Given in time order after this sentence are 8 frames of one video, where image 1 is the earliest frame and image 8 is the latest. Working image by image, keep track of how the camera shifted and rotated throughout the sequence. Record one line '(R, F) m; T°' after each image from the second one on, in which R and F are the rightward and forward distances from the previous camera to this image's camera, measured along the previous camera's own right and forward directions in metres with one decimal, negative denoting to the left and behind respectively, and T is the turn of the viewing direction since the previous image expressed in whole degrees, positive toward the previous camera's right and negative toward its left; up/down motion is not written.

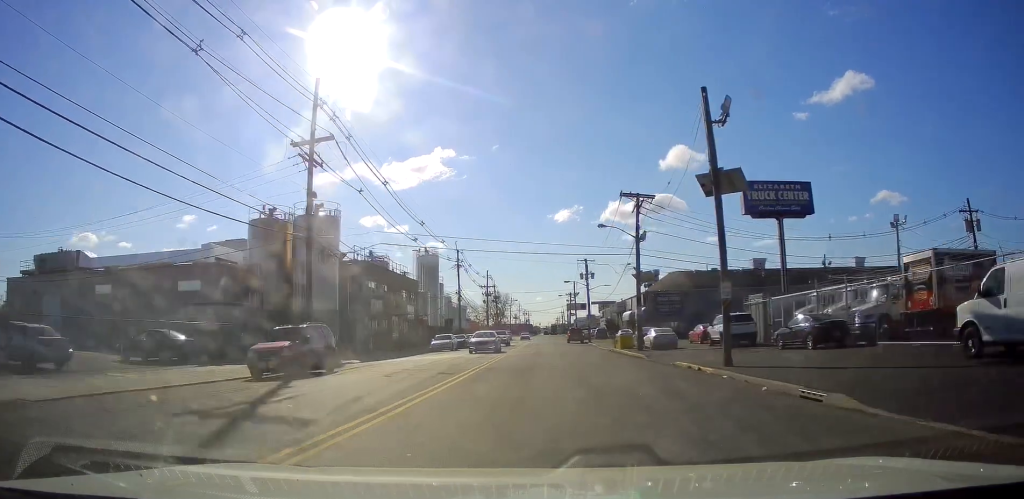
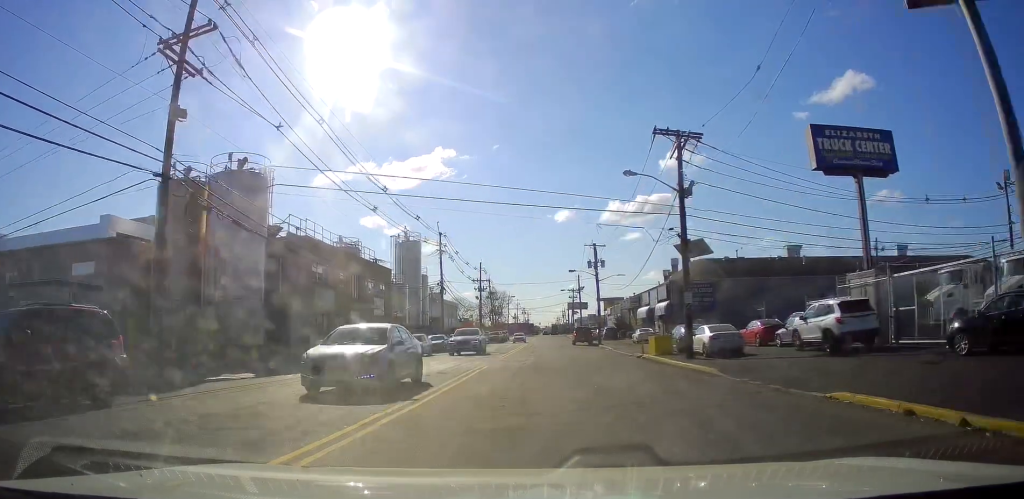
(0.0, +12.5) m; 0°
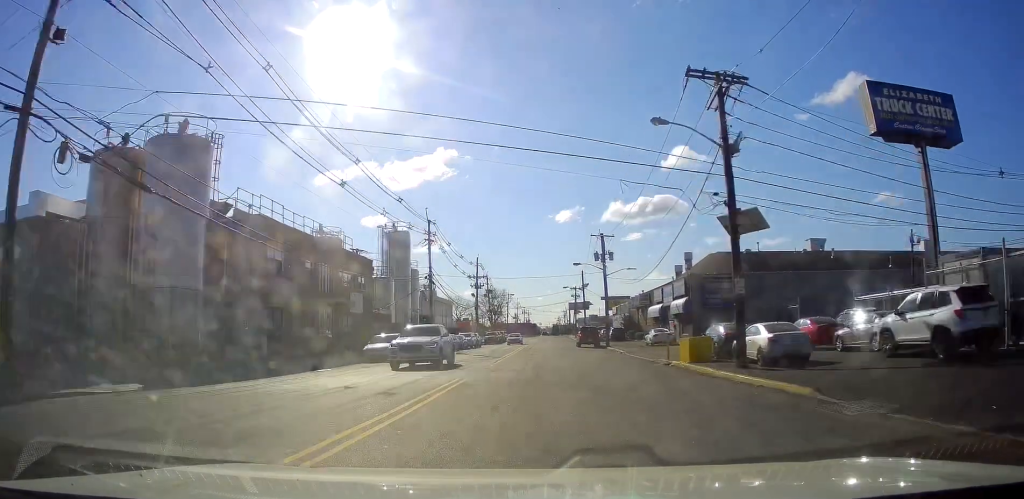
(0.0, +7.0) m; 0°
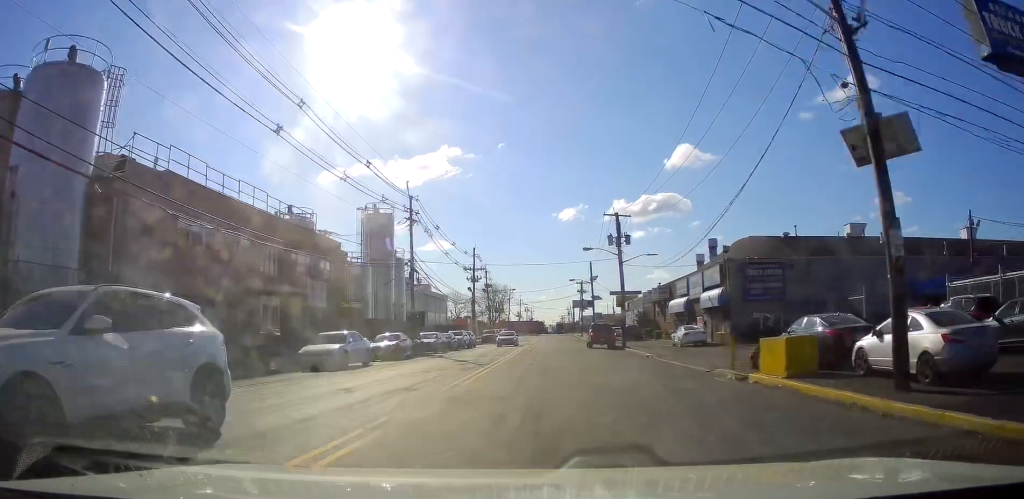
(0.0, +8.9) m; +1°
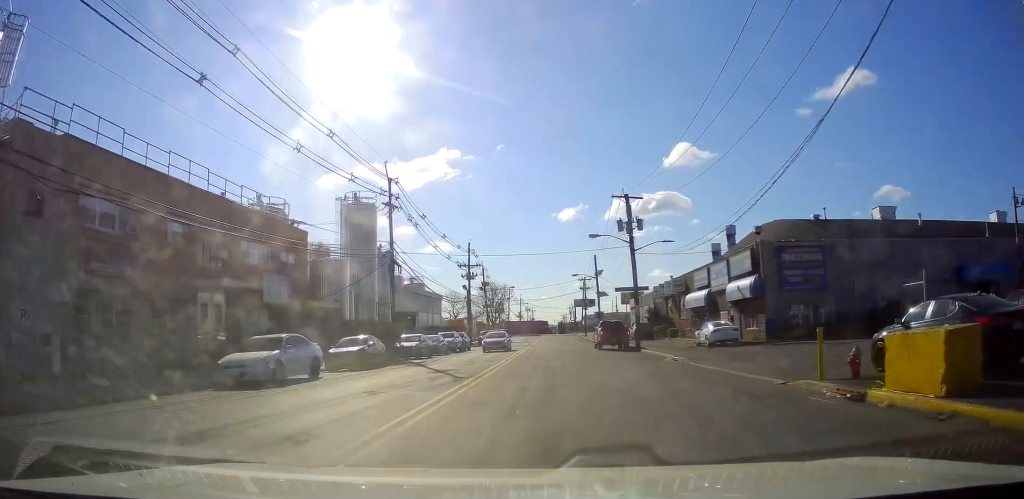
(+0.1, +6.3) m; +1°
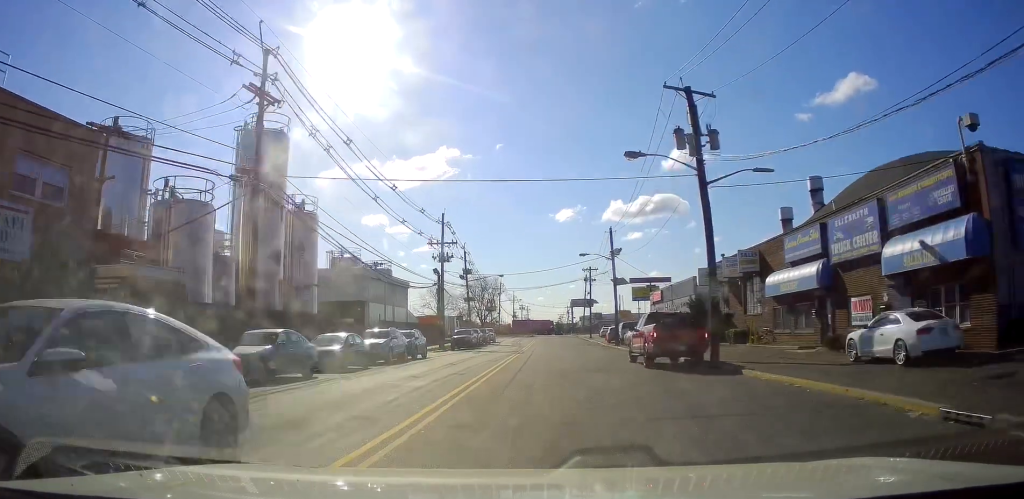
(-0.1, +19.0) m; -3°
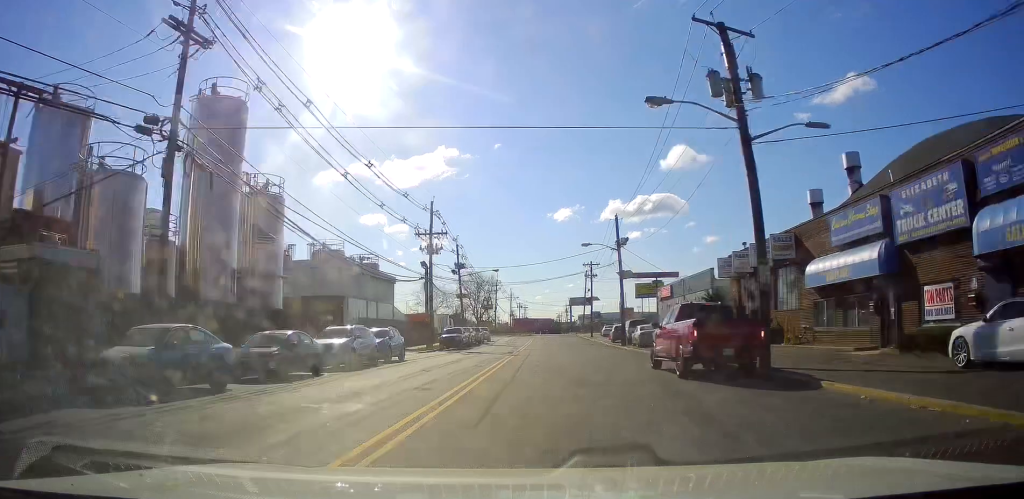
(-0.2, +5.2) m; -1°
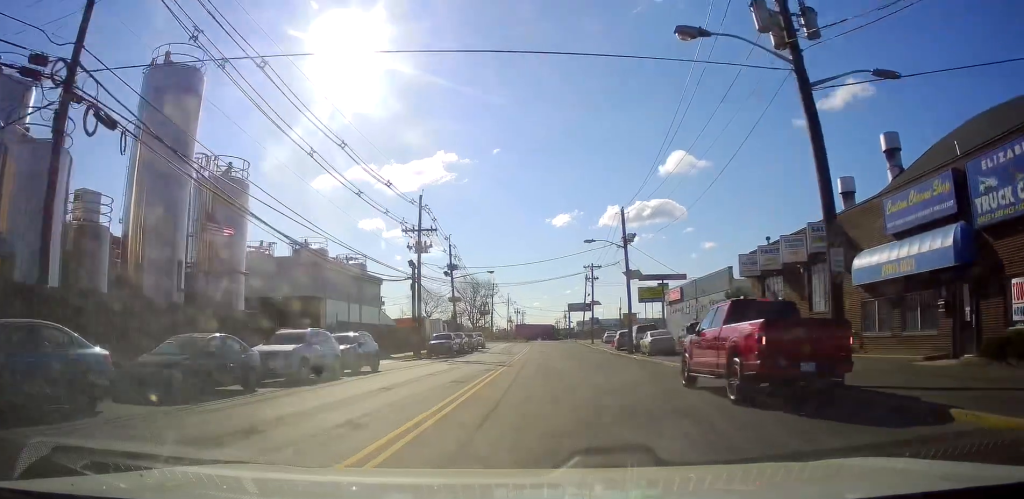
(0.0, +4.8) m; +1°
